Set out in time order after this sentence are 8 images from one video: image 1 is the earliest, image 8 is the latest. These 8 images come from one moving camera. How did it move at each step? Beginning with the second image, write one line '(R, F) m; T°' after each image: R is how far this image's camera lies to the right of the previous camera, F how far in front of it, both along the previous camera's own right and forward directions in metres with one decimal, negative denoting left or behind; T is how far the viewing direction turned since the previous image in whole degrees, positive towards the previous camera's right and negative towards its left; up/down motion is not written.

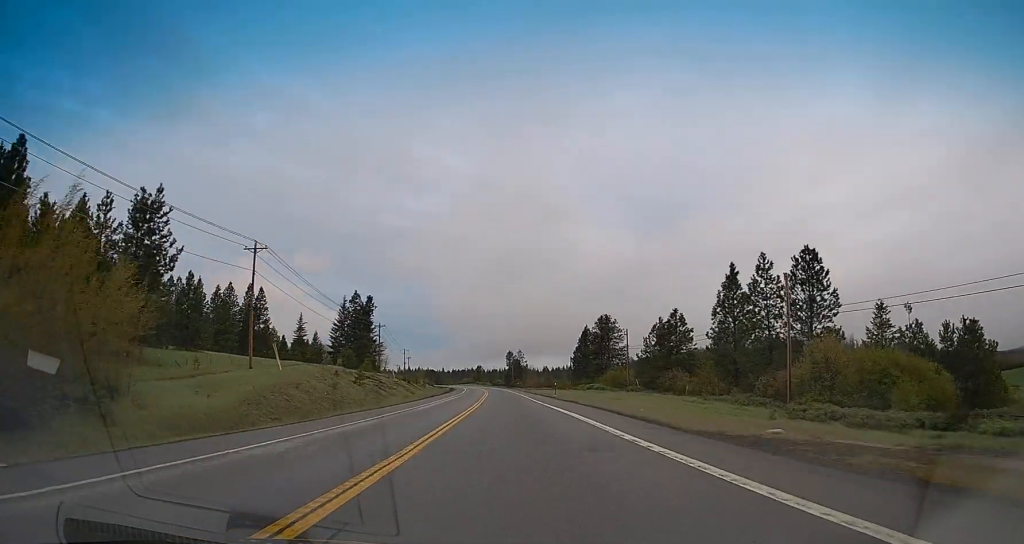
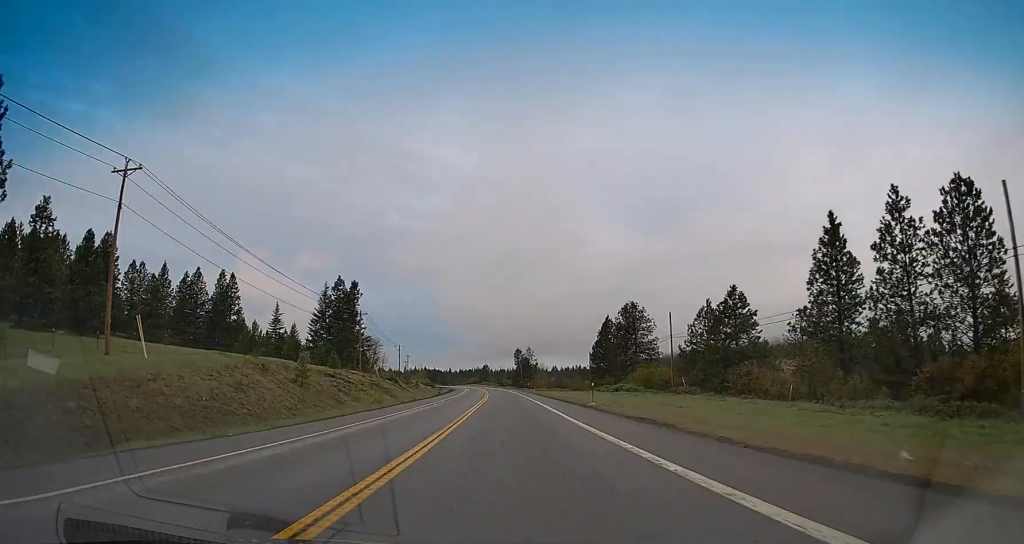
(-0.3, +23.5) m; -1°
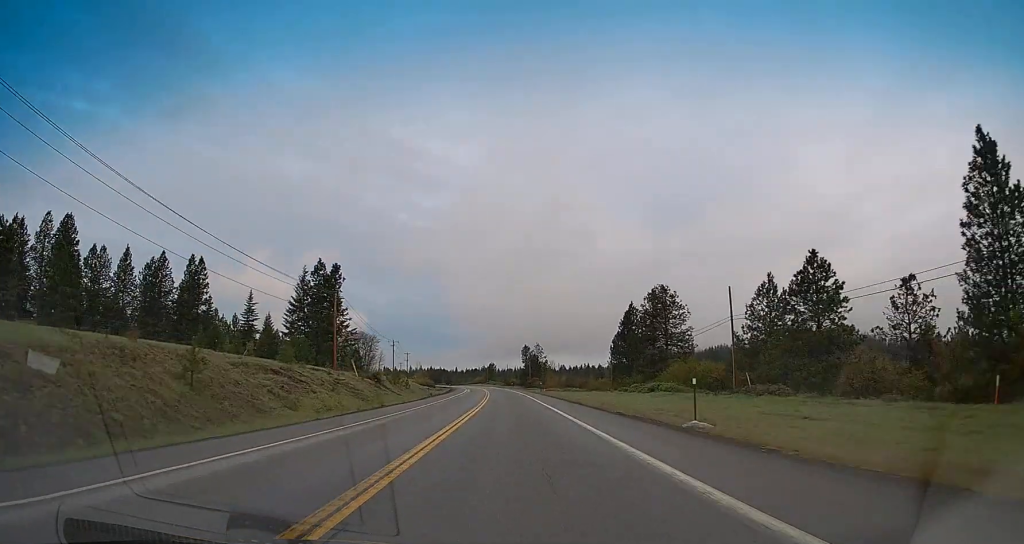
(-0.2, +20.0) m; -1°
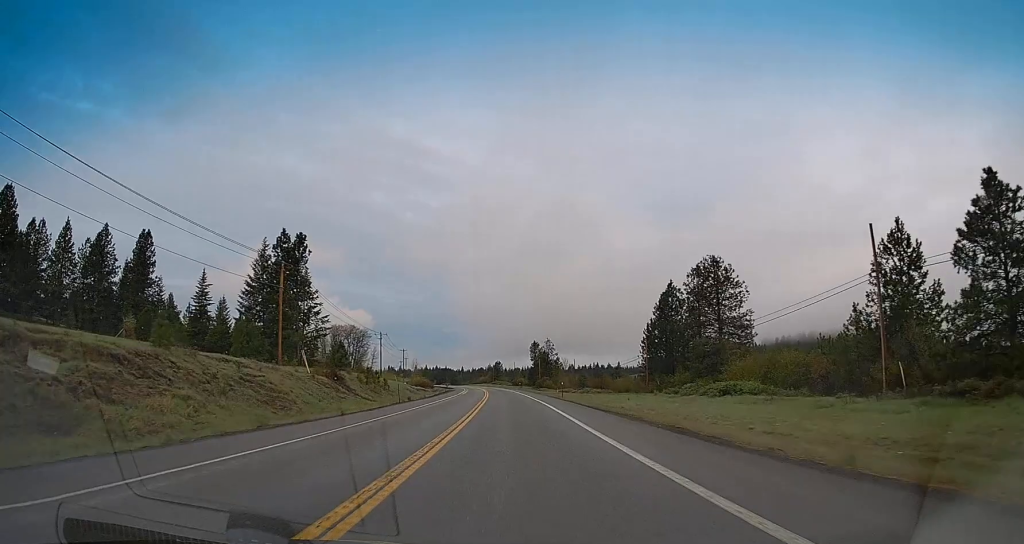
(-0.1, +24.5) m; -1°
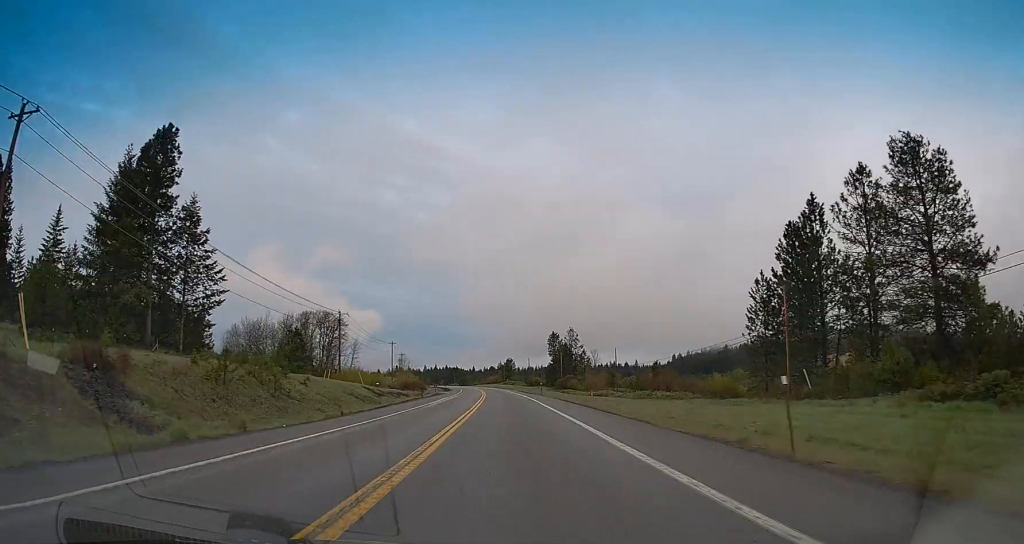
(-0.6, +43.5) m; -1°
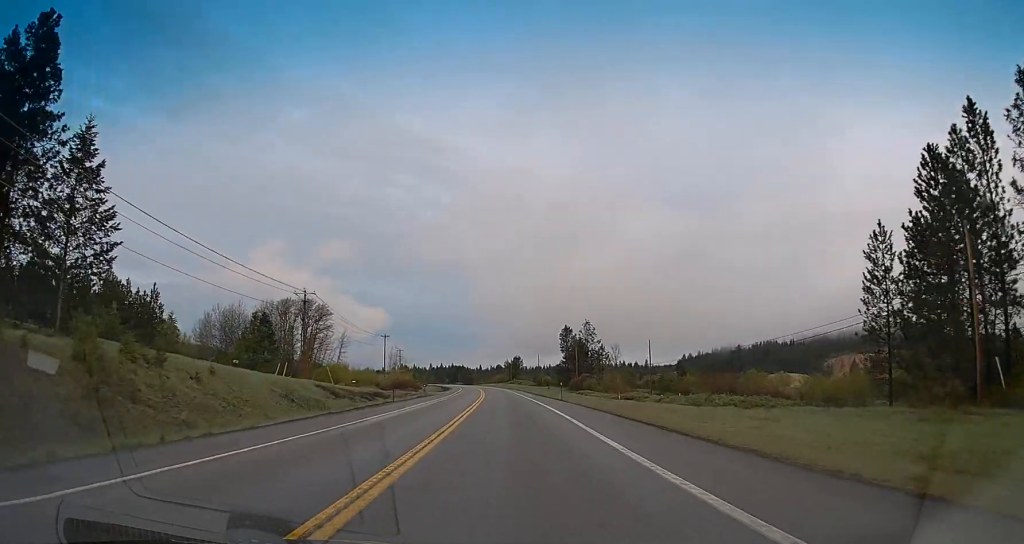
(0.0, +20.9) m; 0°
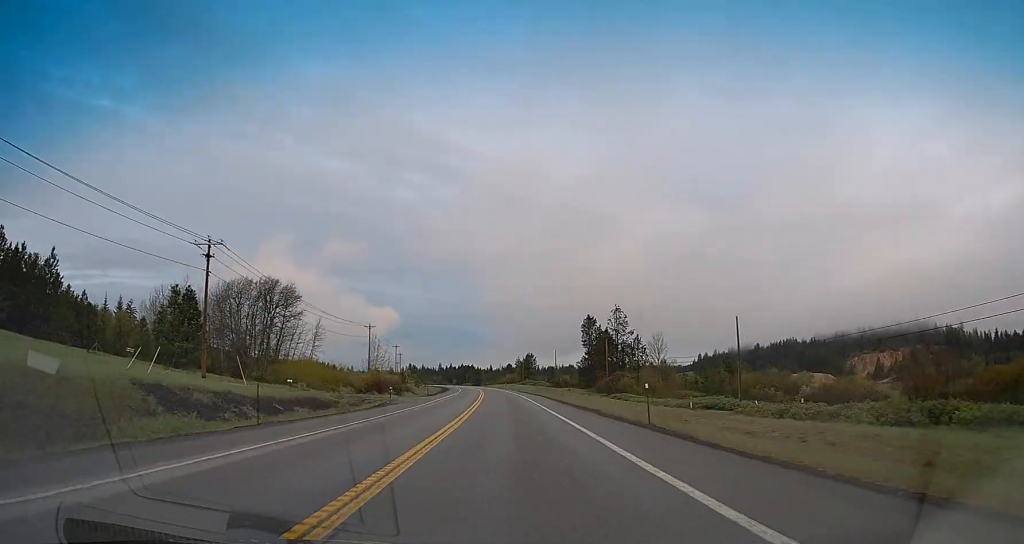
(-0.2, +30.0) m; -1°
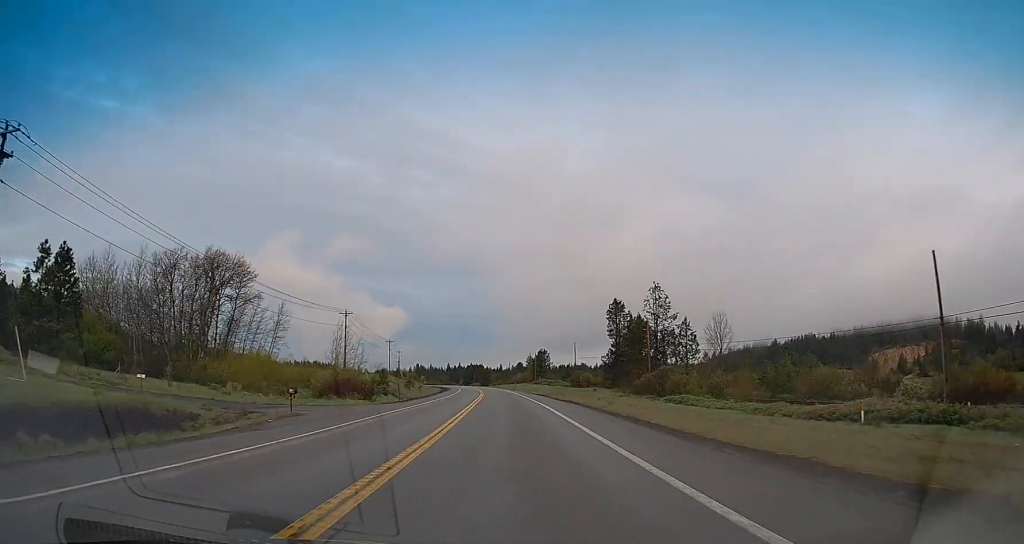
(-0.4, +27.3) m; -1°
